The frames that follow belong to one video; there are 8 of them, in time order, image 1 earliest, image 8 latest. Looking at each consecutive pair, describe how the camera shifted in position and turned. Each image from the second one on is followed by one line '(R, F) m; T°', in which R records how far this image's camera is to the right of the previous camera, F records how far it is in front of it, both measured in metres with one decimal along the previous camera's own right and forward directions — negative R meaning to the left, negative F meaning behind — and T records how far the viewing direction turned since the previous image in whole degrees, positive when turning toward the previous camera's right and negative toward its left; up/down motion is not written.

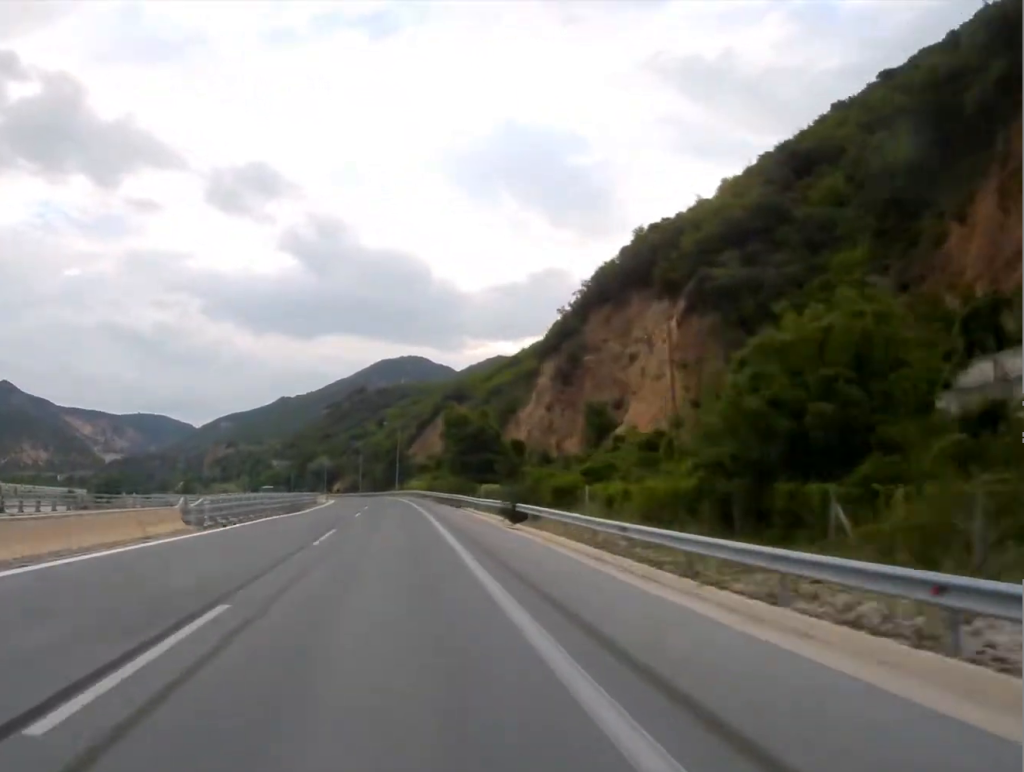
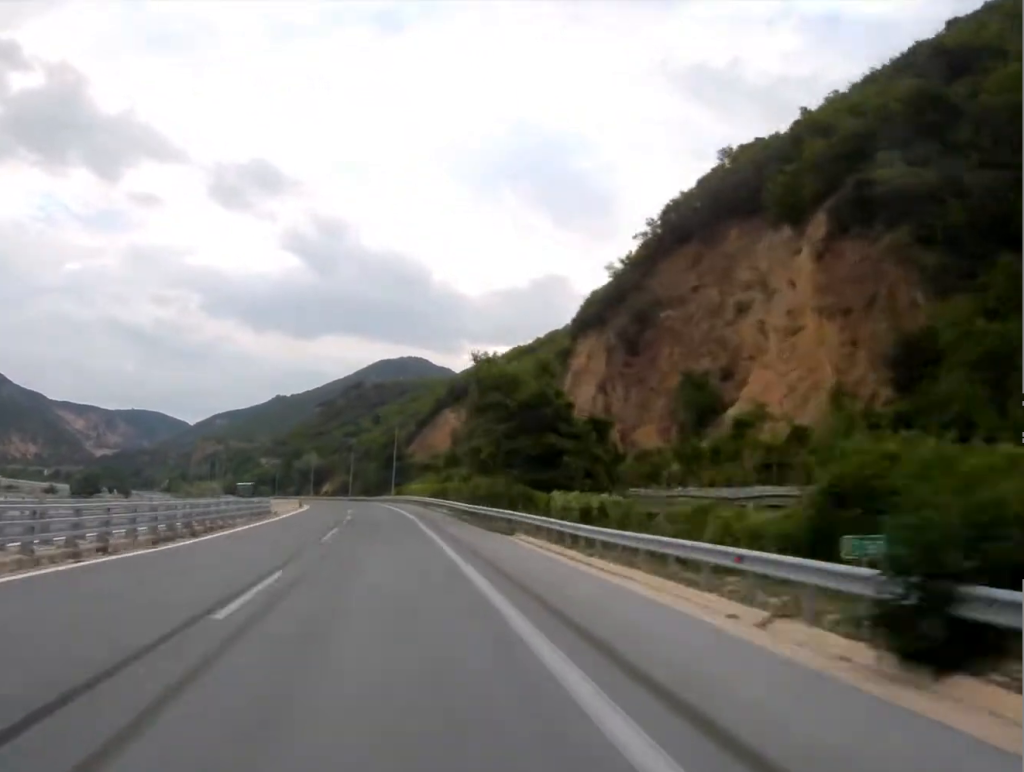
(+0.1, +31.4) m; 0°
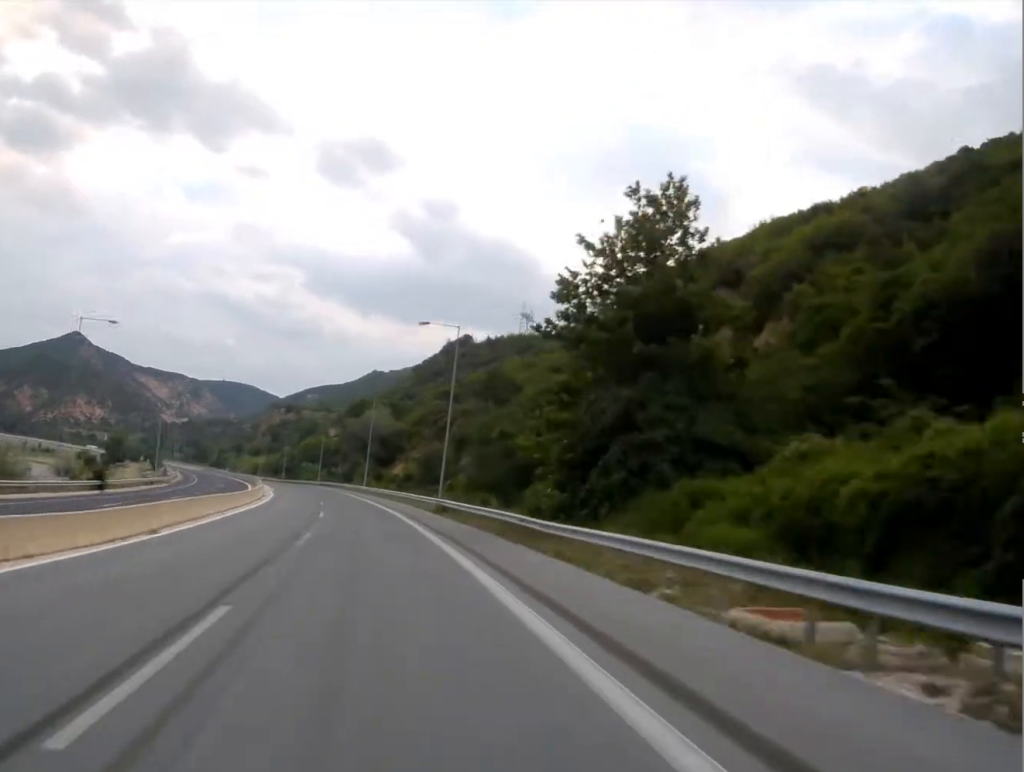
(-3.3, +117.0) m; -5°
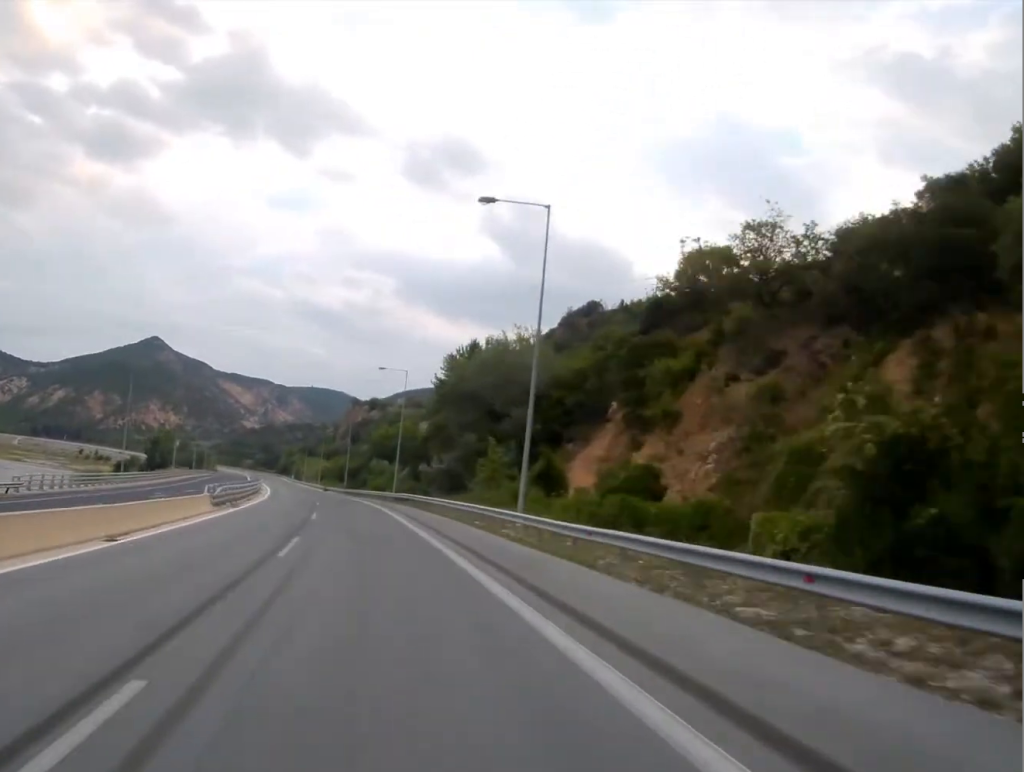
(-3.6, +78.3) m; -6°
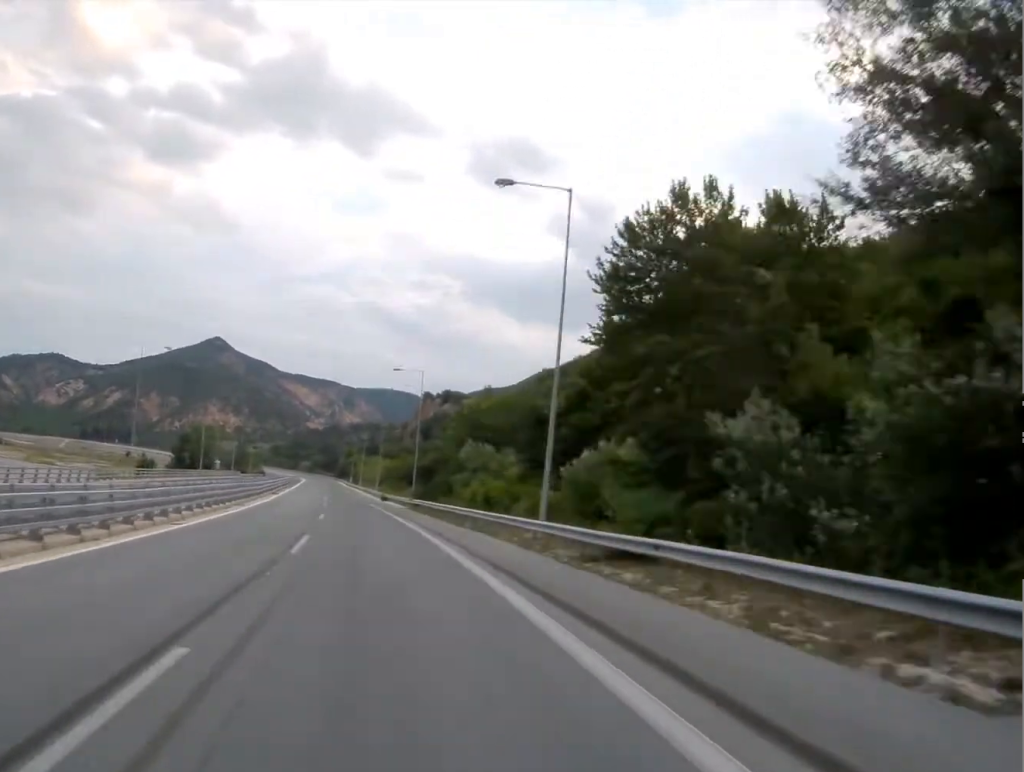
(-2.1, +51.6) m; -4°
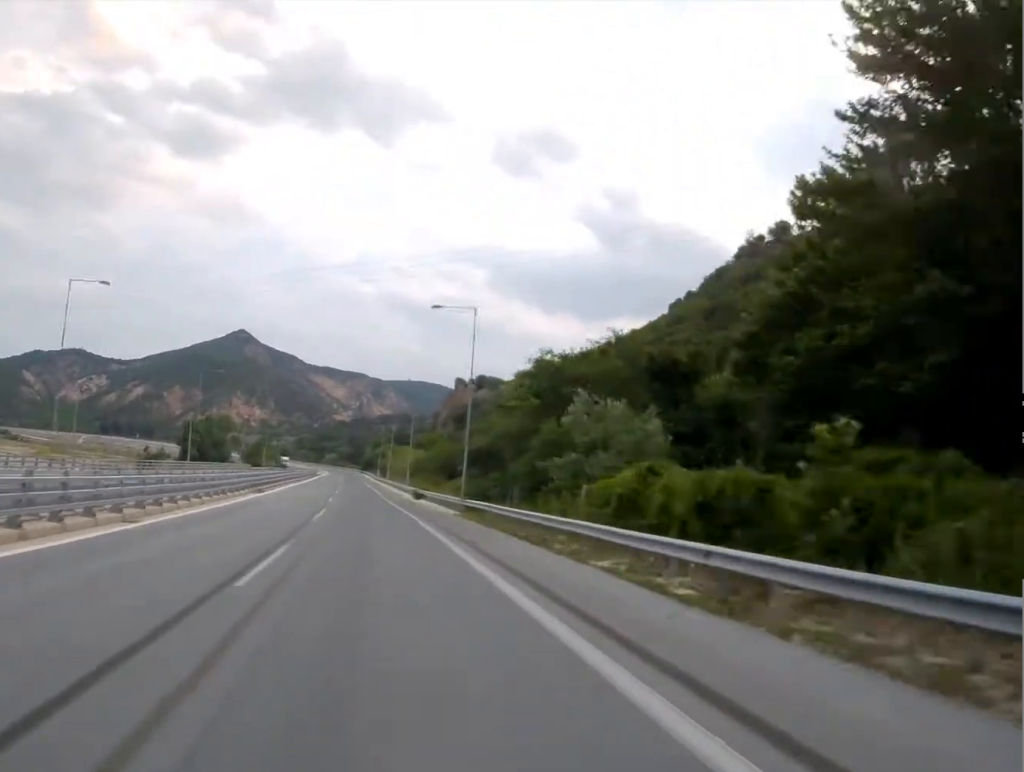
(-0.5, +25.6) m; -2°
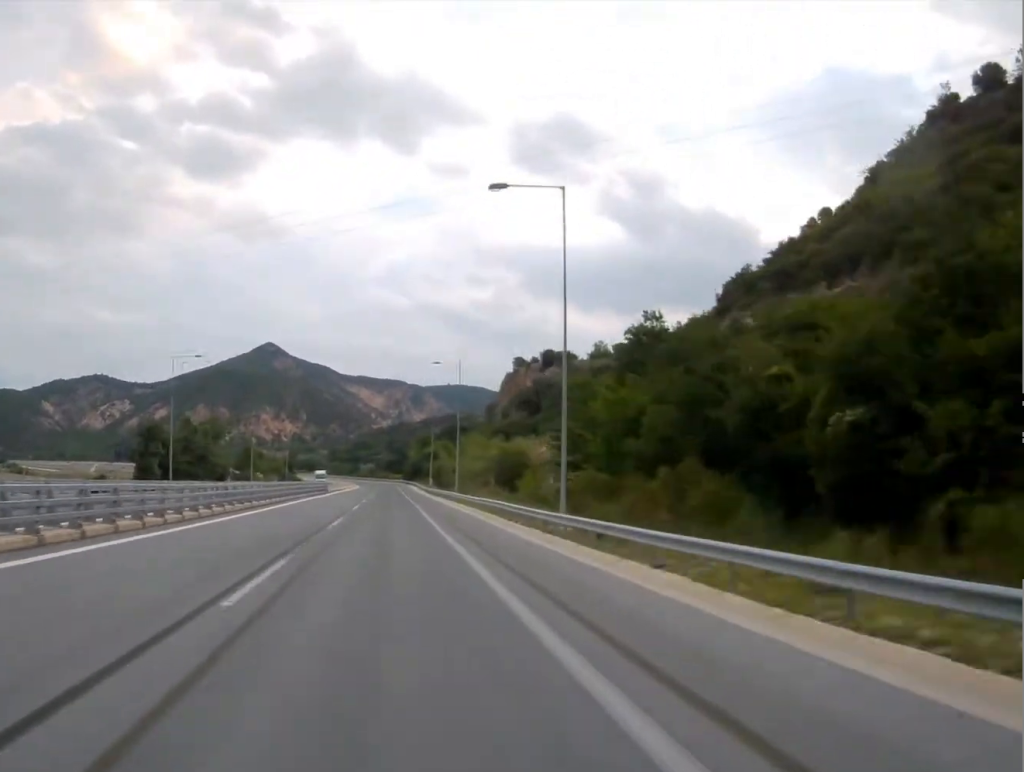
(-2.4, +73.0) m; -3°
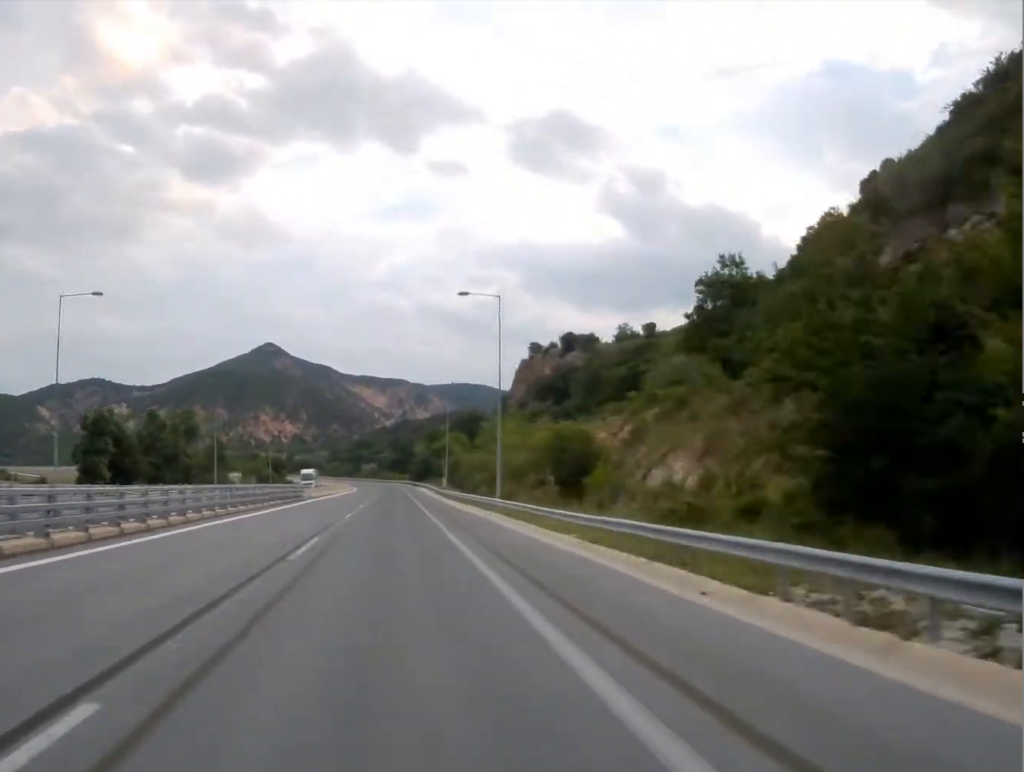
(-0.5, +31.1) m; -1°
